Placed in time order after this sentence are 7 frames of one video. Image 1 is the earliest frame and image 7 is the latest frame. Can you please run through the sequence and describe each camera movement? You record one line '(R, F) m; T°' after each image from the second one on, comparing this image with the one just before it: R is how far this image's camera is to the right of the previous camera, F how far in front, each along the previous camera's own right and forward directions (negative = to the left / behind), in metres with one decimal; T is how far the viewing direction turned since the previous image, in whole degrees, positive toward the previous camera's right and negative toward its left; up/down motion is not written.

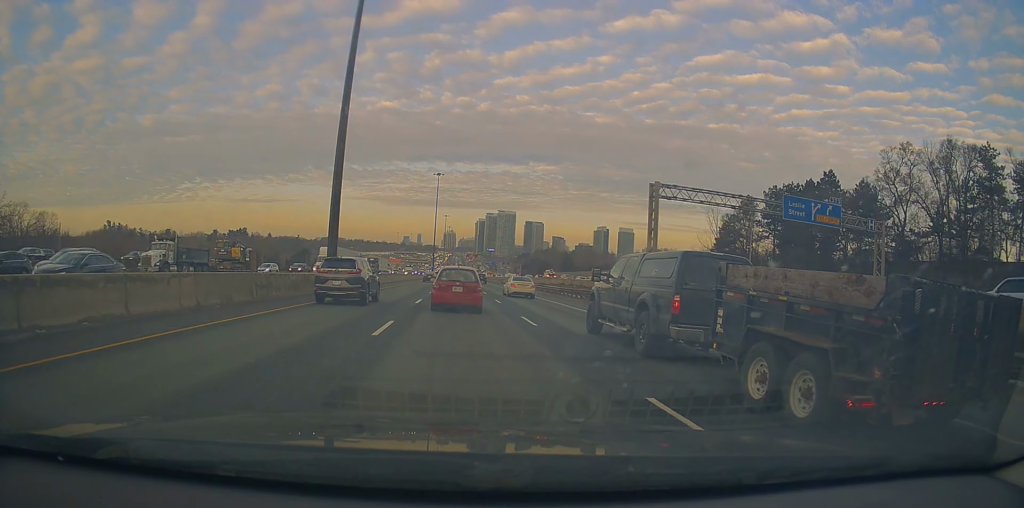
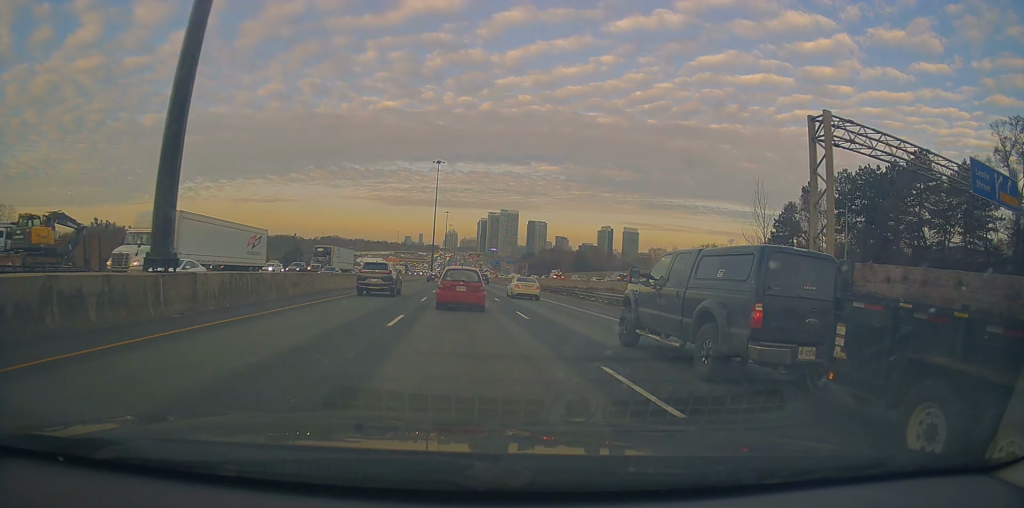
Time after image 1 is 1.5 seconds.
(-0.5, +21.3) m; +1°
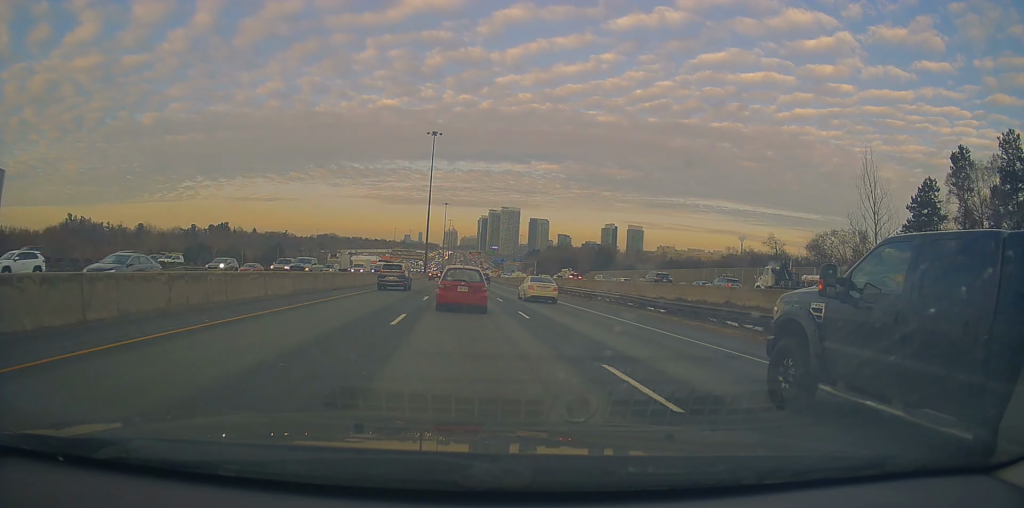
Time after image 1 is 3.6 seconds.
(-0.7, +34.2) m; -1°
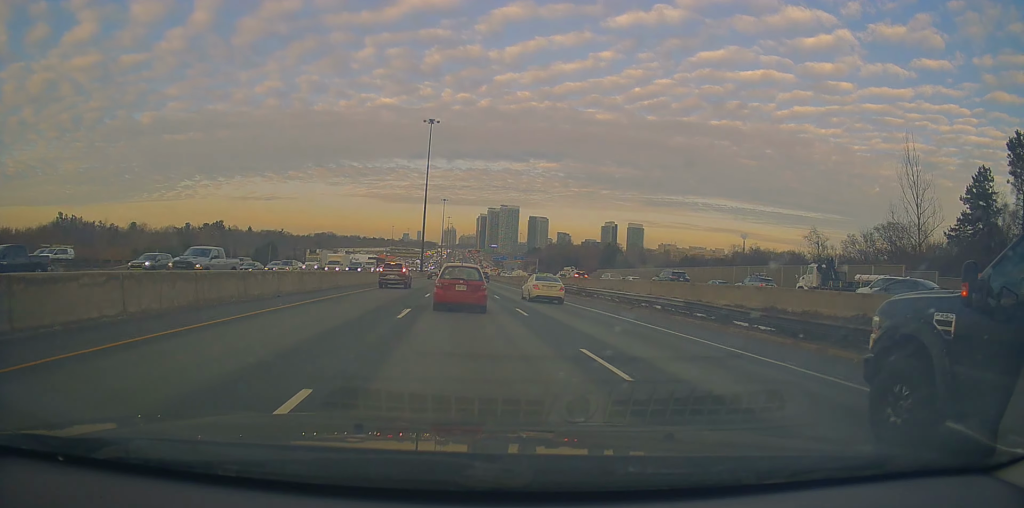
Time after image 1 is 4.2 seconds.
(+0.1, +10.3) m; +1°
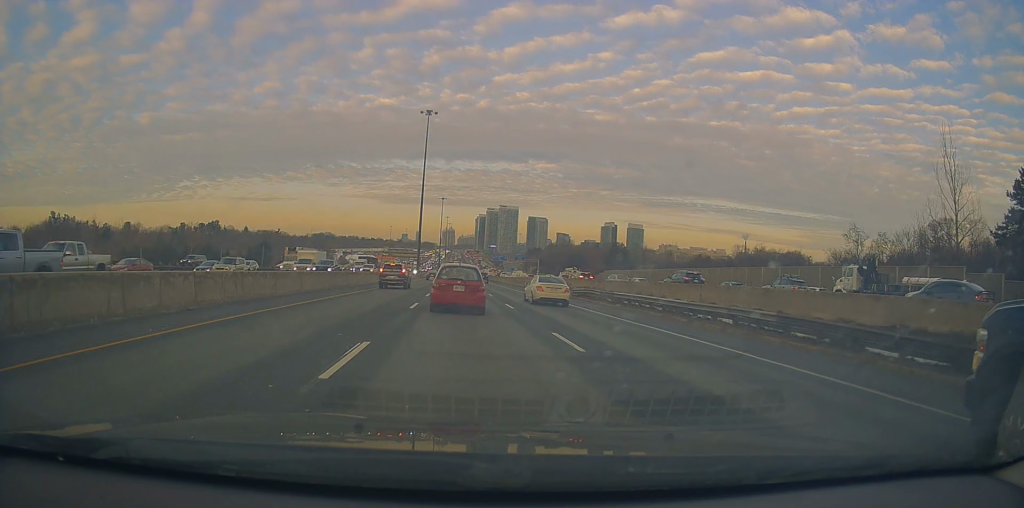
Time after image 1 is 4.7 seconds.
(+0.4, +8.1) m; +1°
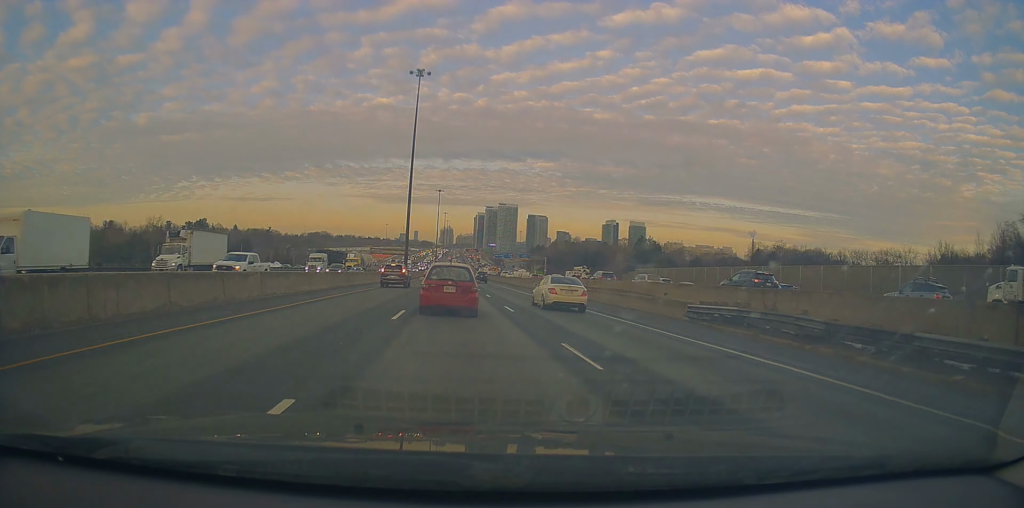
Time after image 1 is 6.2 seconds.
(-0.3, +26.2) m; -1°
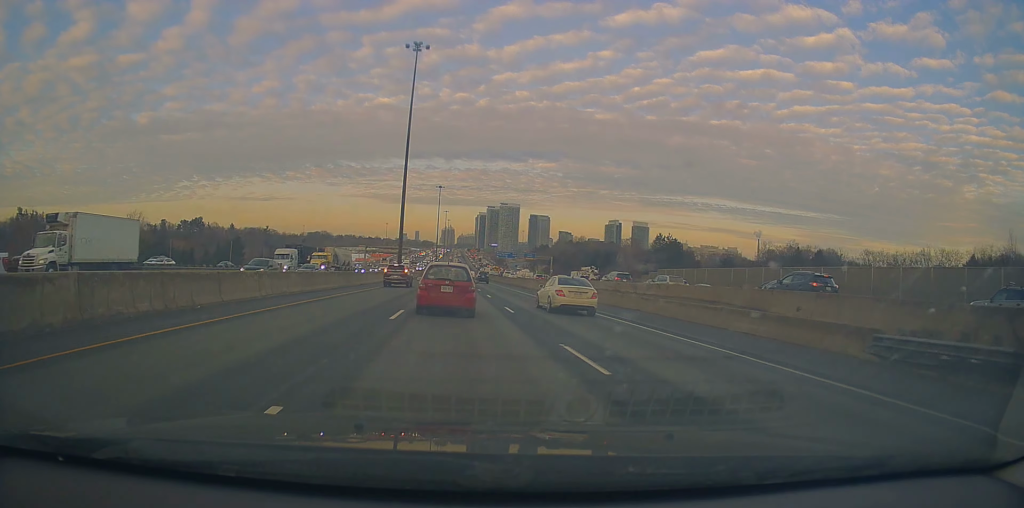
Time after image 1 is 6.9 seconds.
(0.0, +12.7) m; 0°
